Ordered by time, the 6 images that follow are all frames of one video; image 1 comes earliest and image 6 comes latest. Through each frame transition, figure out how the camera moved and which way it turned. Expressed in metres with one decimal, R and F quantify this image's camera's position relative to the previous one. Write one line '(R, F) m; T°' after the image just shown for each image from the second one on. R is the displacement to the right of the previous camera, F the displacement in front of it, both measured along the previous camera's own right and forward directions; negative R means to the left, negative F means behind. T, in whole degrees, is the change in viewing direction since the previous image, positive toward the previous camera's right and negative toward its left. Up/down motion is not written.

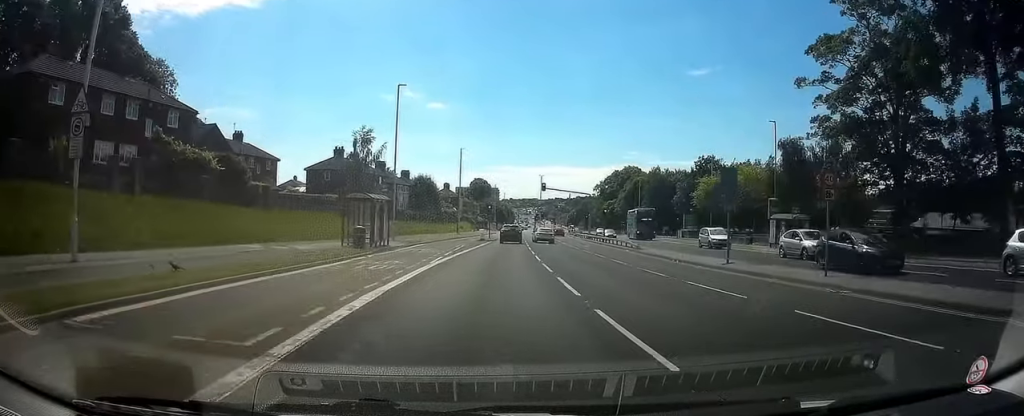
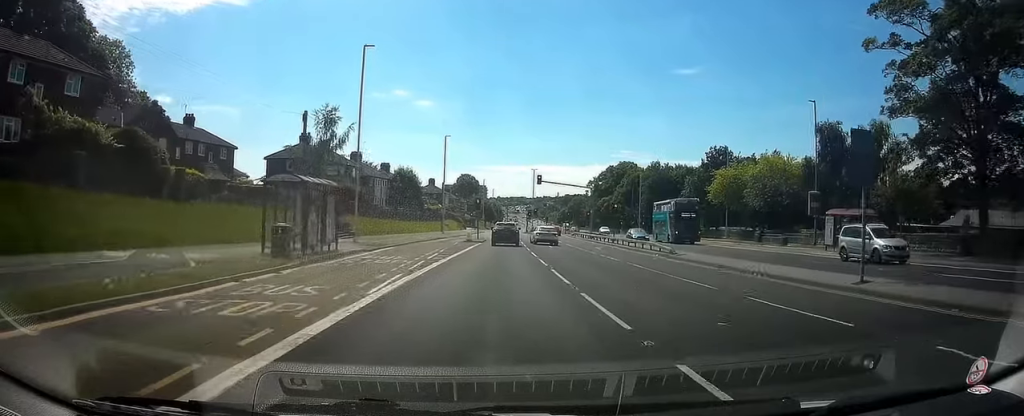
(+0.3, +12.1) m; +1°
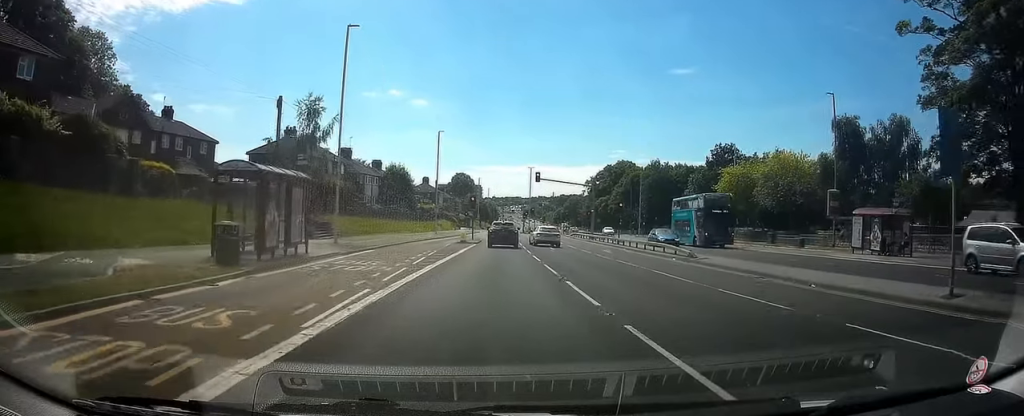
(0.0, +4.8) m; 0°
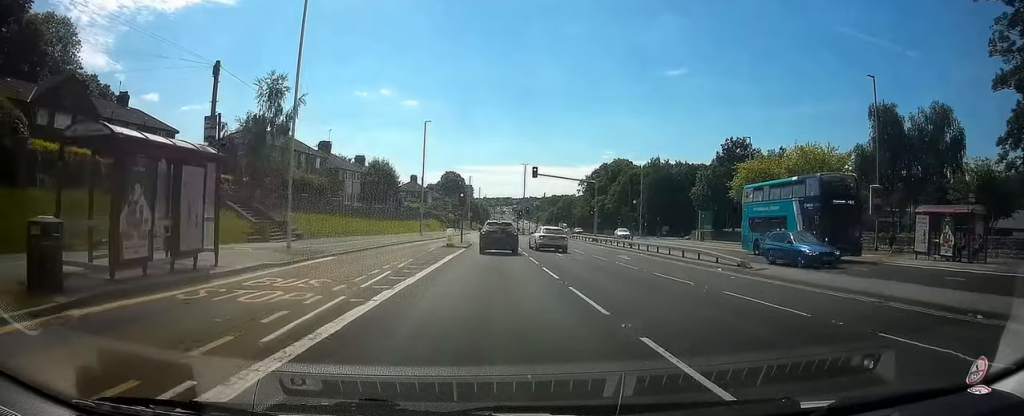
(-0.1, +8.9) m; -1°
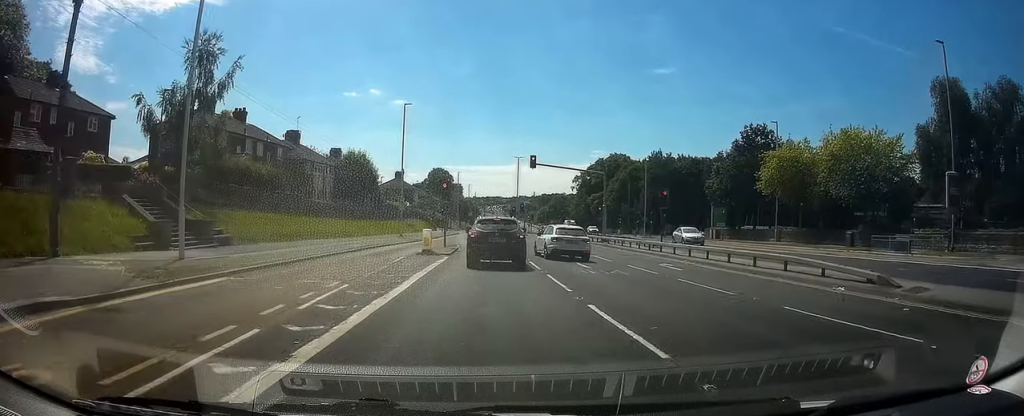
(0.0, +12.4) m; -1°
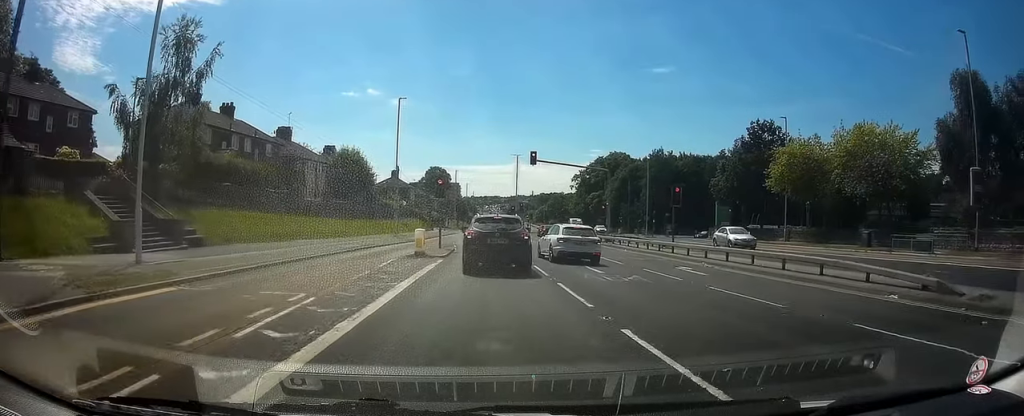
(+0.1, +3.5) m; -2°
